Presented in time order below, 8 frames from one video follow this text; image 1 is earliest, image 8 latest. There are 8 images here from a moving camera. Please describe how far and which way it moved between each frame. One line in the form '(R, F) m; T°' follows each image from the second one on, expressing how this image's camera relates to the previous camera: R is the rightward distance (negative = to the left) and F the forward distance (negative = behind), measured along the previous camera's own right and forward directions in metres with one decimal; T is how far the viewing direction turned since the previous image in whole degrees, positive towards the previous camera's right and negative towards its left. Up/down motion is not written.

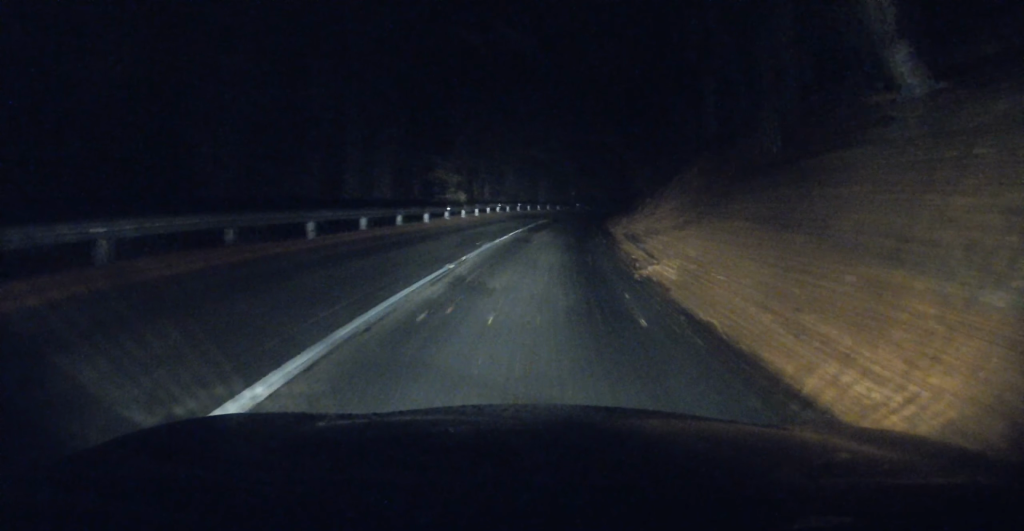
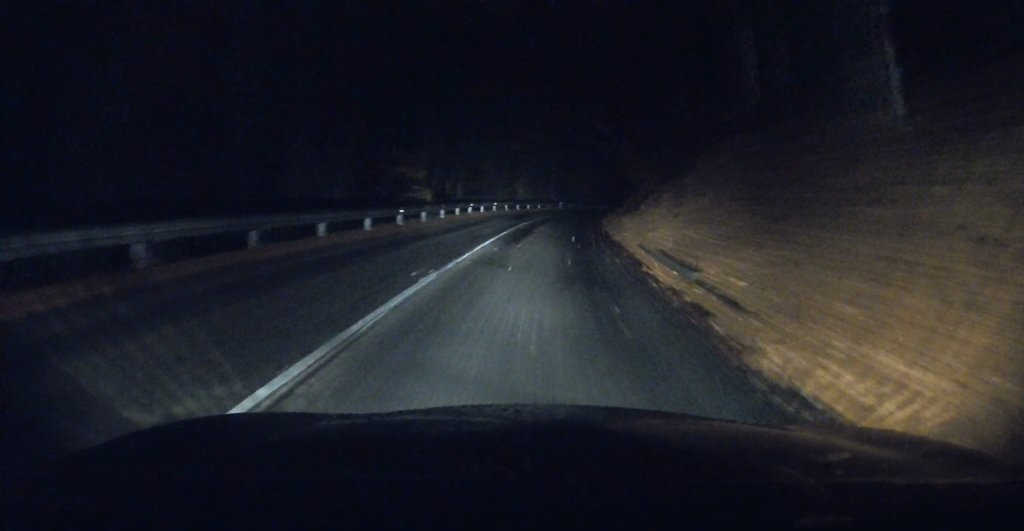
(0.0, +6.4) m; 0°
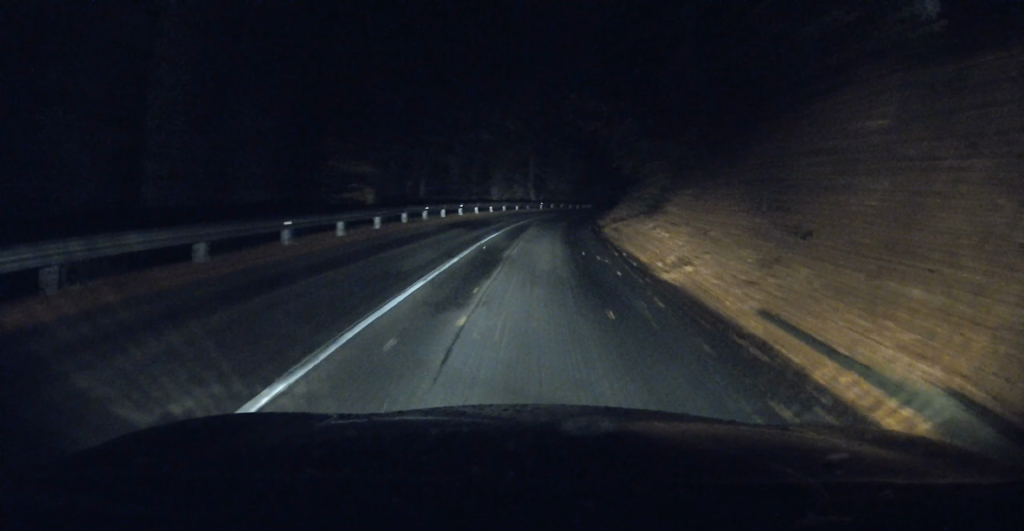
(-0.3, +9.1) m; +1°
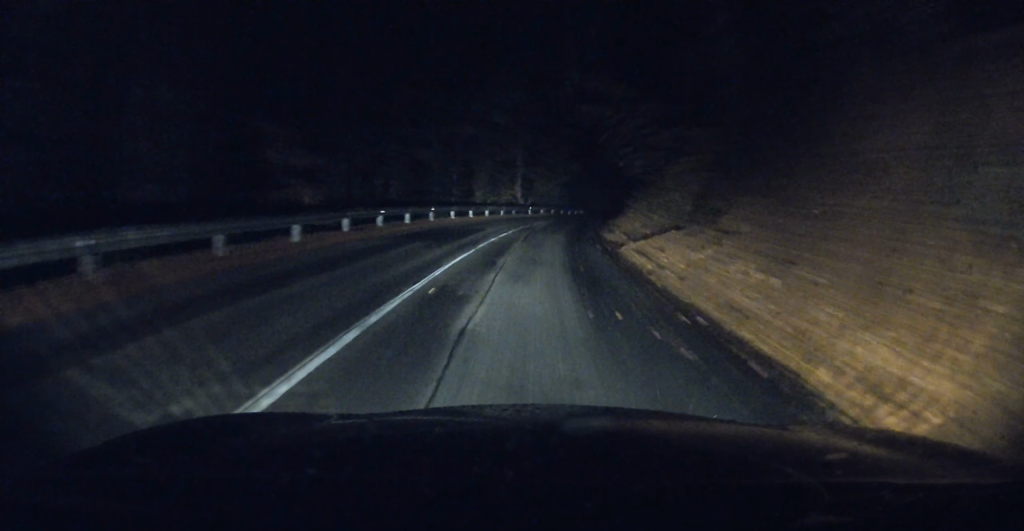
(+0.1, +6.6) m; +3°
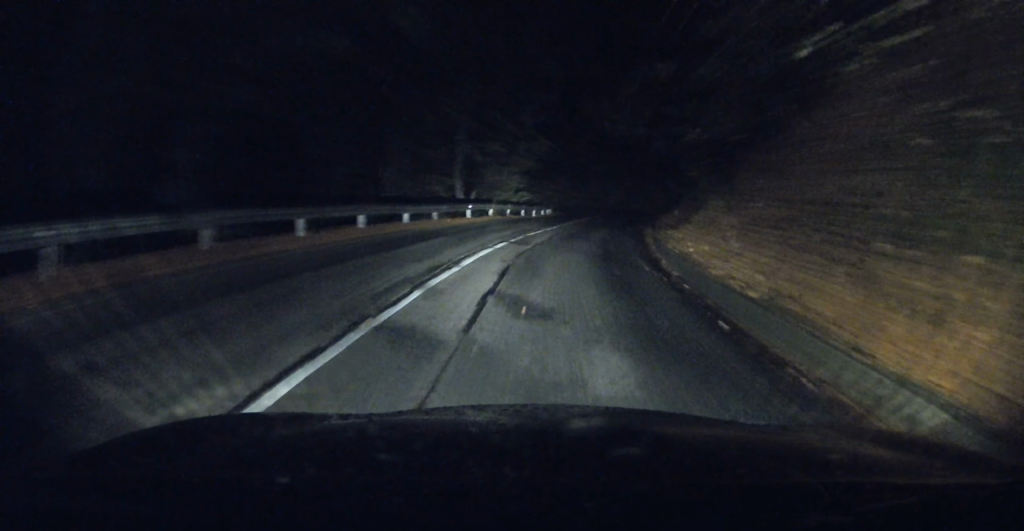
(+3.2, +22.4) m; +13°
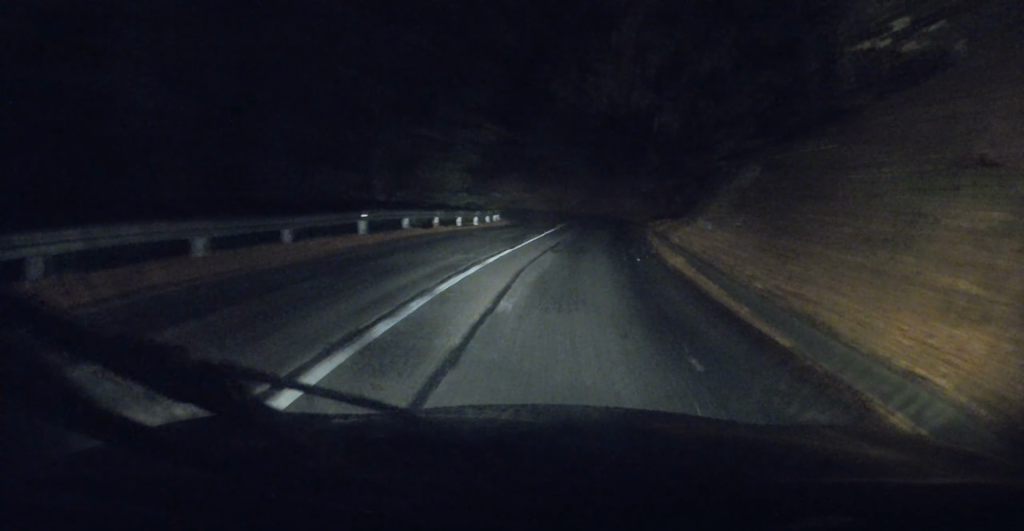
(-0.4, +10.8) m; +5°
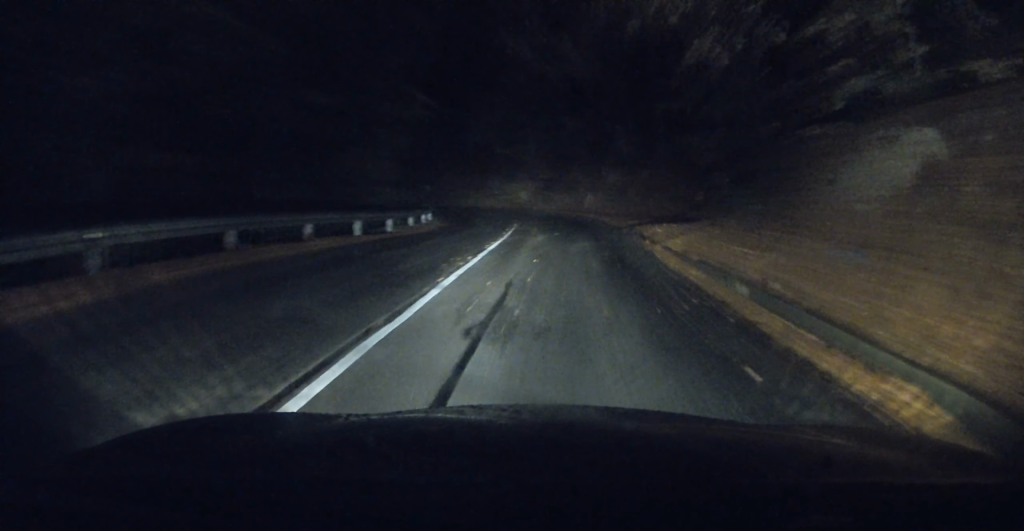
(+1.1, +9.5) m; +4°
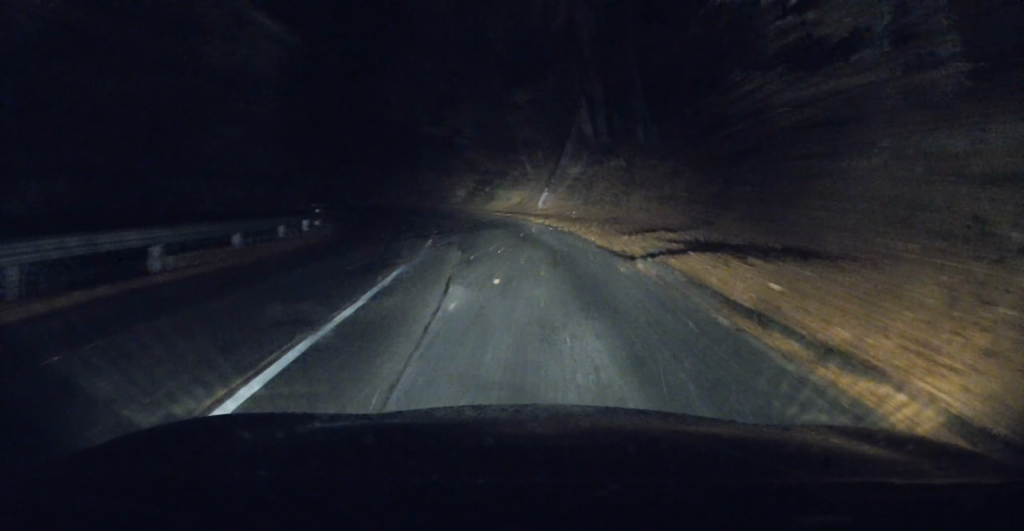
(+0.2, +11.9) m; +1°
